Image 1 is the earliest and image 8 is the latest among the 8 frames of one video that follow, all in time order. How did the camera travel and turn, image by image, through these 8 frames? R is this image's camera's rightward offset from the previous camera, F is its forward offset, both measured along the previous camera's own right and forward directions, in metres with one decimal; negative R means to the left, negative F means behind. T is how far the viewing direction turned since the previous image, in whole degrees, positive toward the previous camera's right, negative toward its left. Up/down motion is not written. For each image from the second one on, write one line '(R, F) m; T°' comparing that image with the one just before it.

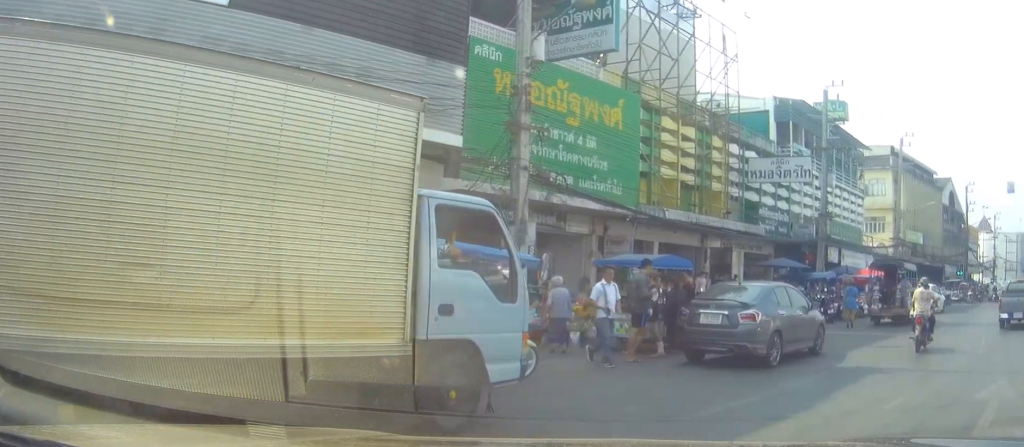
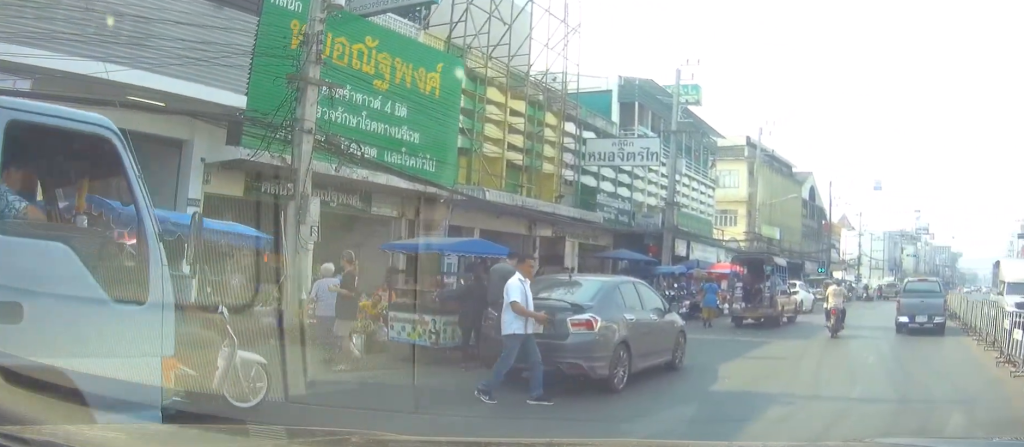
(+0.2, +3.2) m; +4°
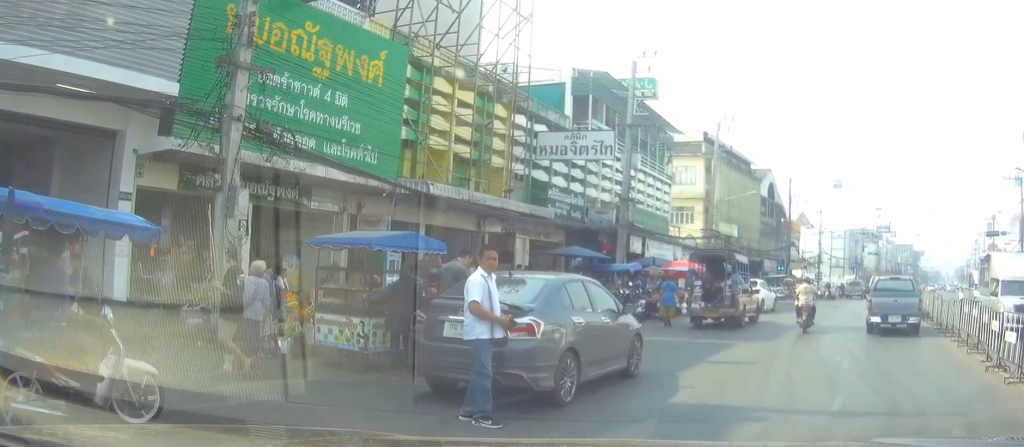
(0.0, +1.2) m; 0°
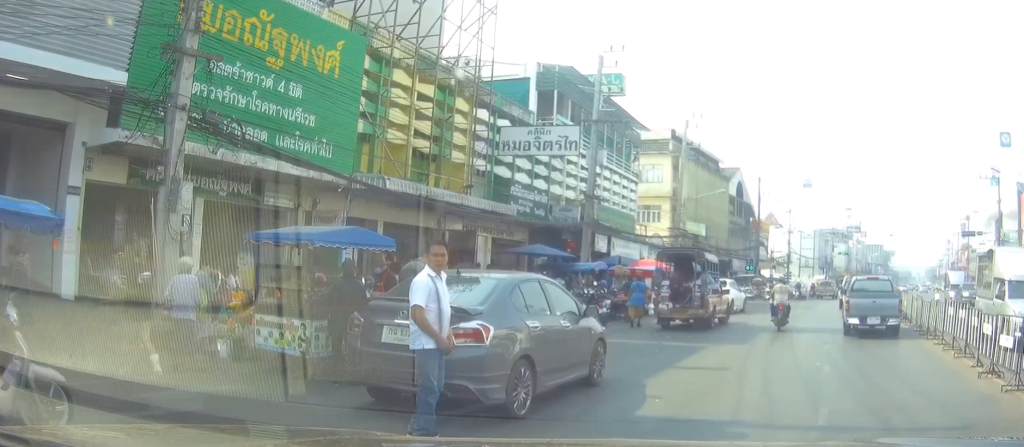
(0.0, +0.9) m; 0°
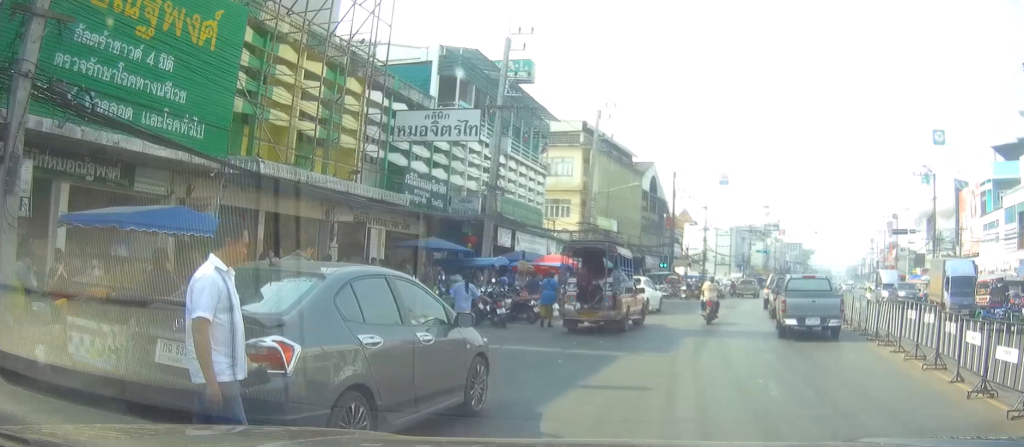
(+0.1, +2.3) m; +10°
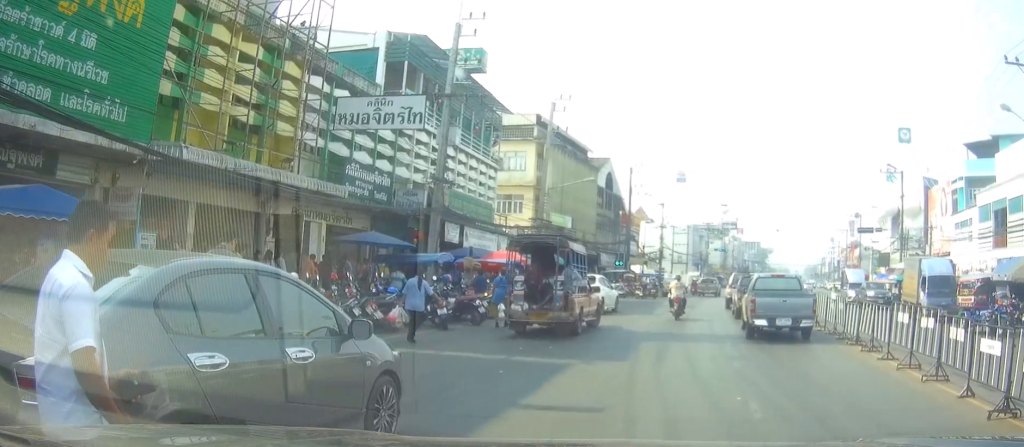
(+0.2, +1.7) m; +8°
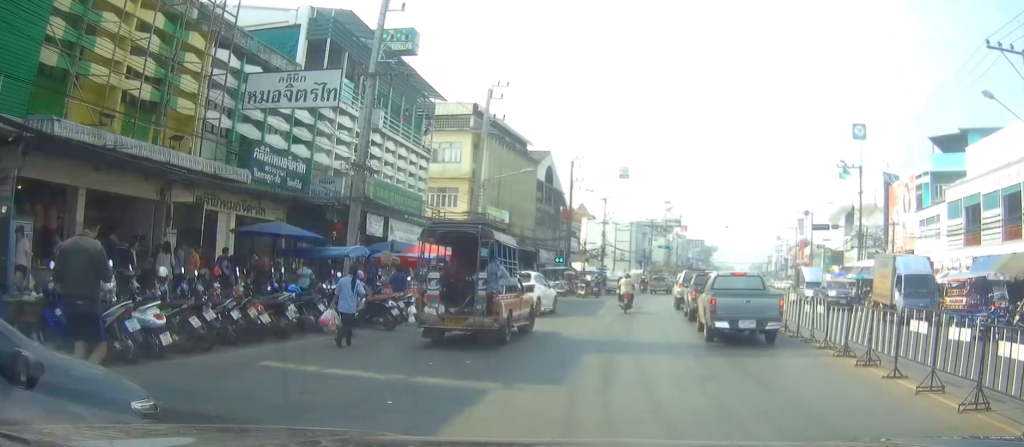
(0.0, +2.9) m; -4°
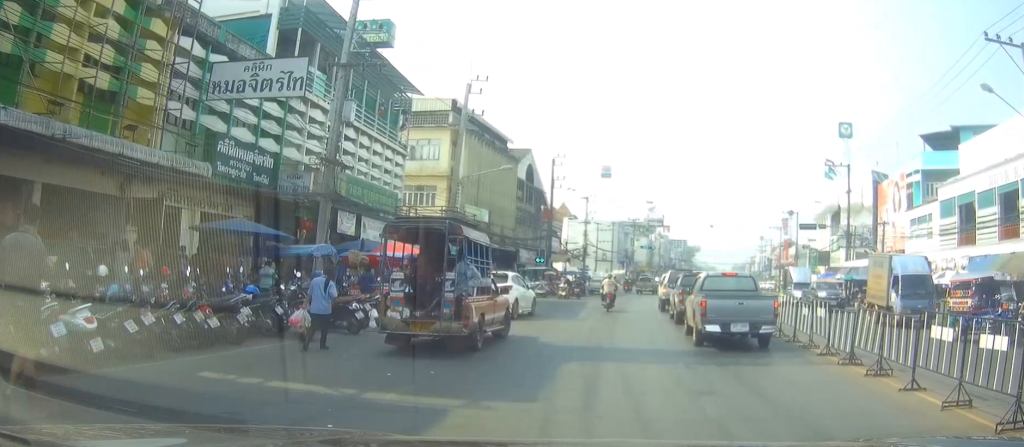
(-0.1, +1.2) m; -3°
